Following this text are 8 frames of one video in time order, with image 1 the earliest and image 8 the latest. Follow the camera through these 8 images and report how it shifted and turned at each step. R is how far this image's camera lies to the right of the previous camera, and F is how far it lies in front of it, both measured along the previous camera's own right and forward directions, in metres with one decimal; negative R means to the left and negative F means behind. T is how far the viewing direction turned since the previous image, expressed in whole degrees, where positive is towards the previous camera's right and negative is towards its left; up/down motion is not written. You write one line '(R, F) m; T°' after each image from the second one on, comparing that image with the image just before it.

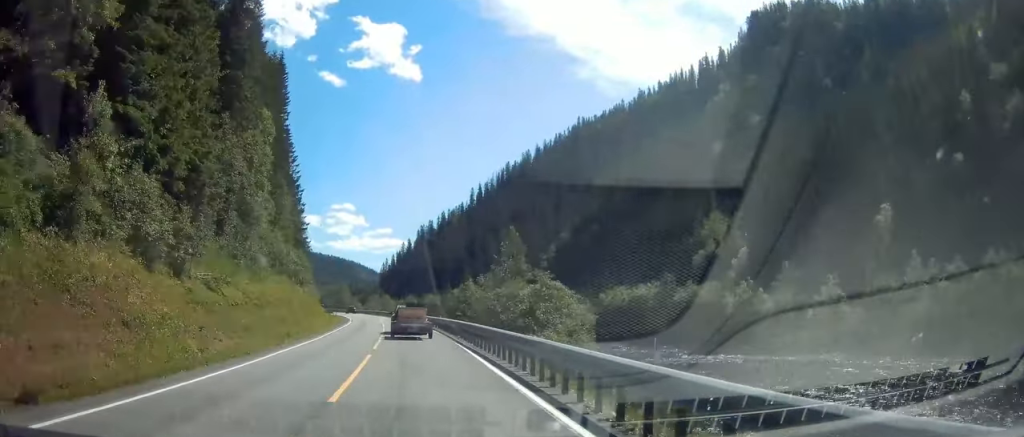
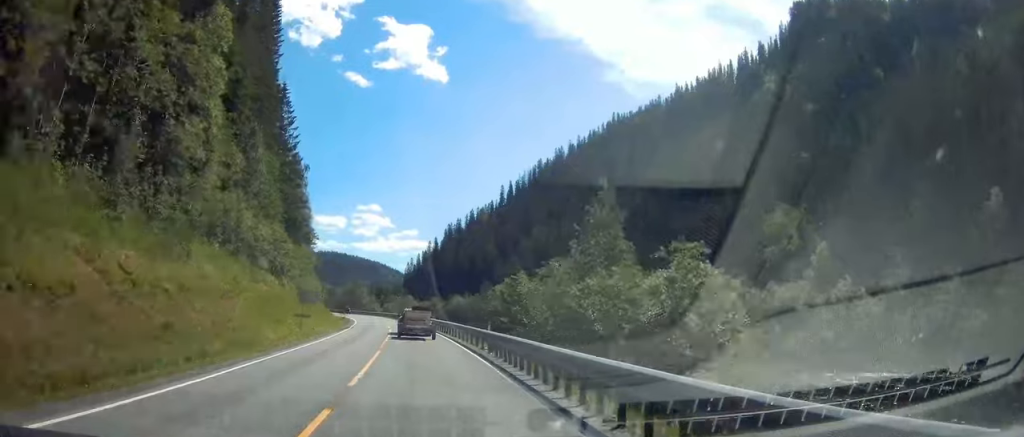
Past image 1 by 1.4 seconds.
(-0.3, +21.5) m; -2°
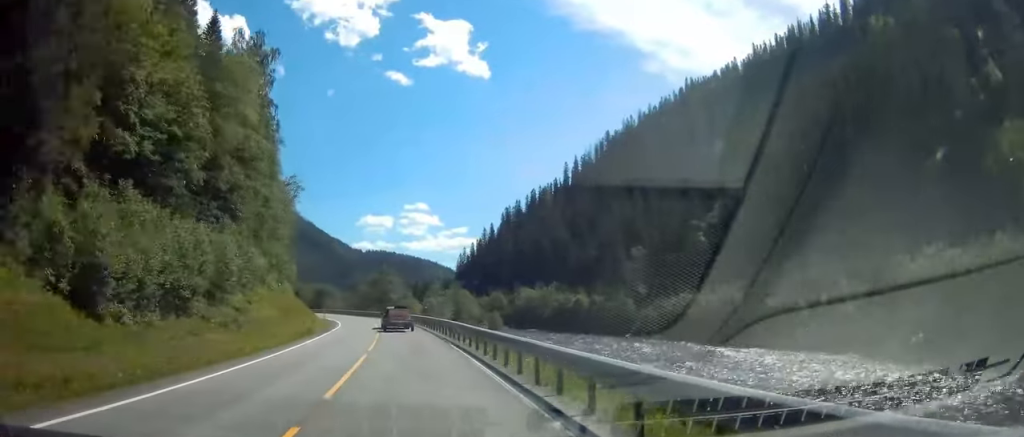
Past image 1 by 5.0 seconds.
(-3.3, +59.0) m; -7°
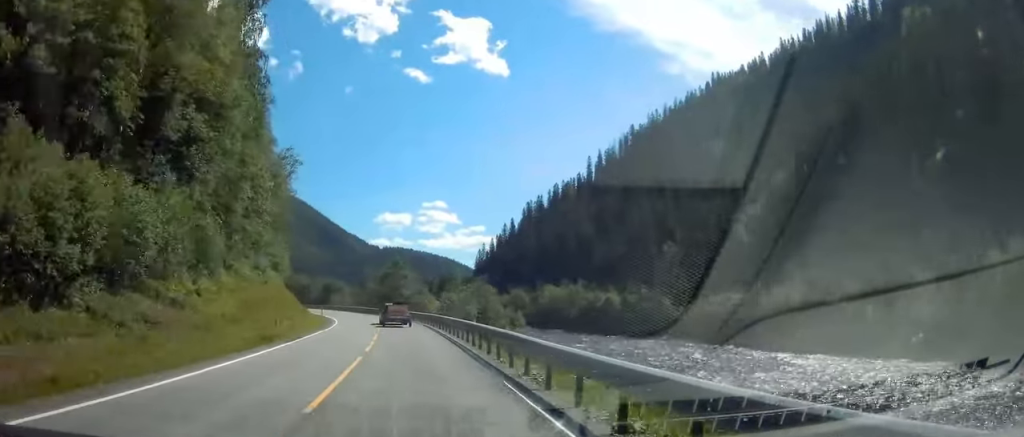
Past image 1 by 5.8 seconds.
(0.0, +13.4) m; -1°
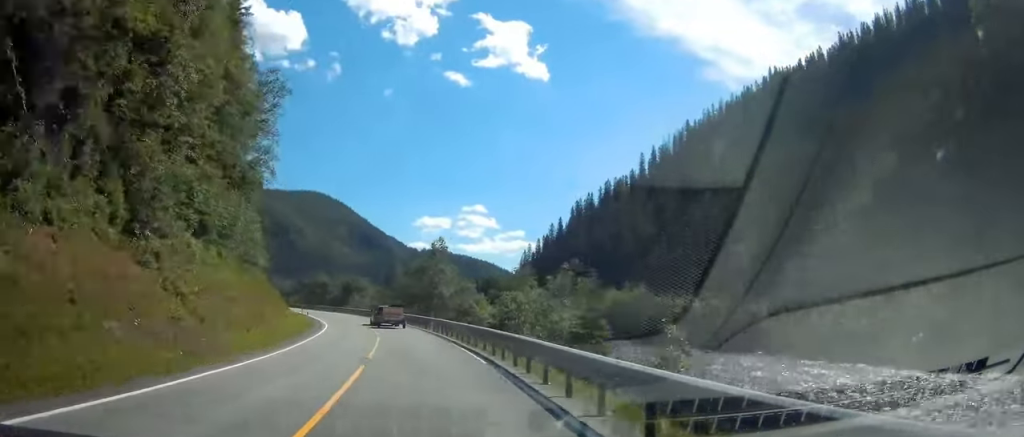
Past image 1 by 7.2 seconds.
(-0.7, +26.3) m; -4°
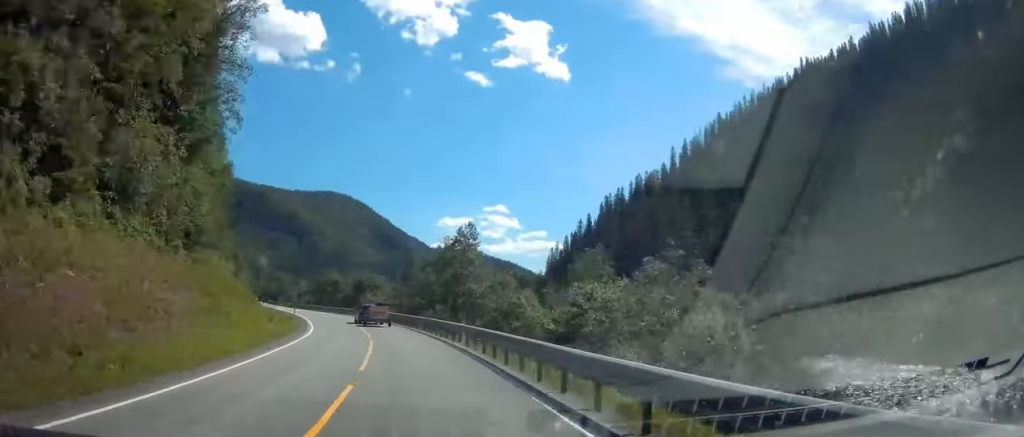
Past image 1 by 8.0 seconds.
(-0.1, +15.6) m; -2°
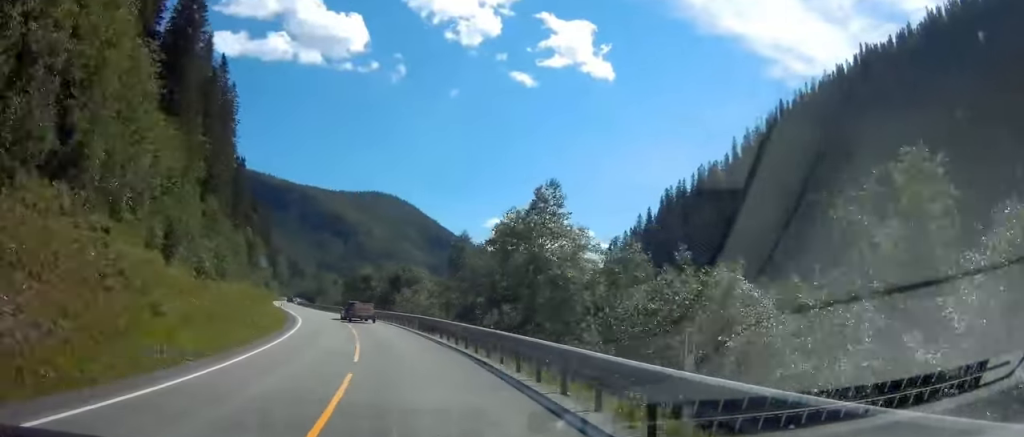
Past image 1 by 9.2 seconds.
(-1.0, +22.6) m; -2°
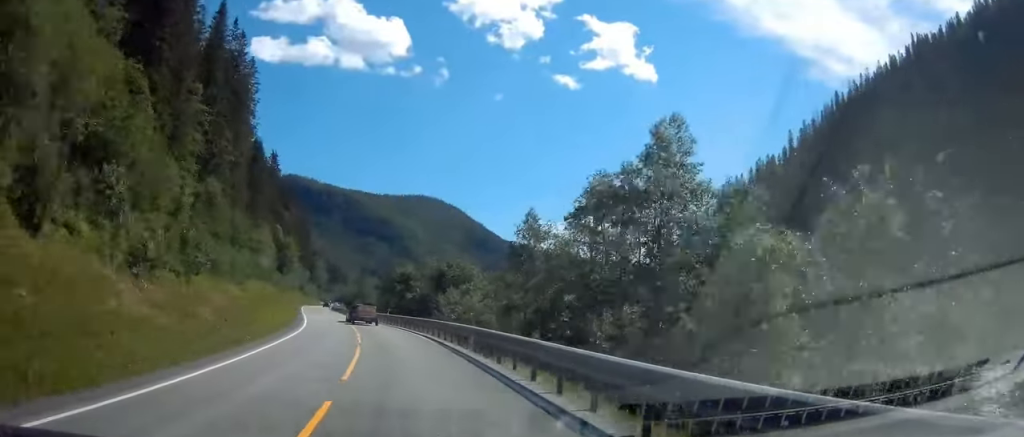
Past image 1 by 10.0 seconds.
(-0.2, +16.0) m; -1°
